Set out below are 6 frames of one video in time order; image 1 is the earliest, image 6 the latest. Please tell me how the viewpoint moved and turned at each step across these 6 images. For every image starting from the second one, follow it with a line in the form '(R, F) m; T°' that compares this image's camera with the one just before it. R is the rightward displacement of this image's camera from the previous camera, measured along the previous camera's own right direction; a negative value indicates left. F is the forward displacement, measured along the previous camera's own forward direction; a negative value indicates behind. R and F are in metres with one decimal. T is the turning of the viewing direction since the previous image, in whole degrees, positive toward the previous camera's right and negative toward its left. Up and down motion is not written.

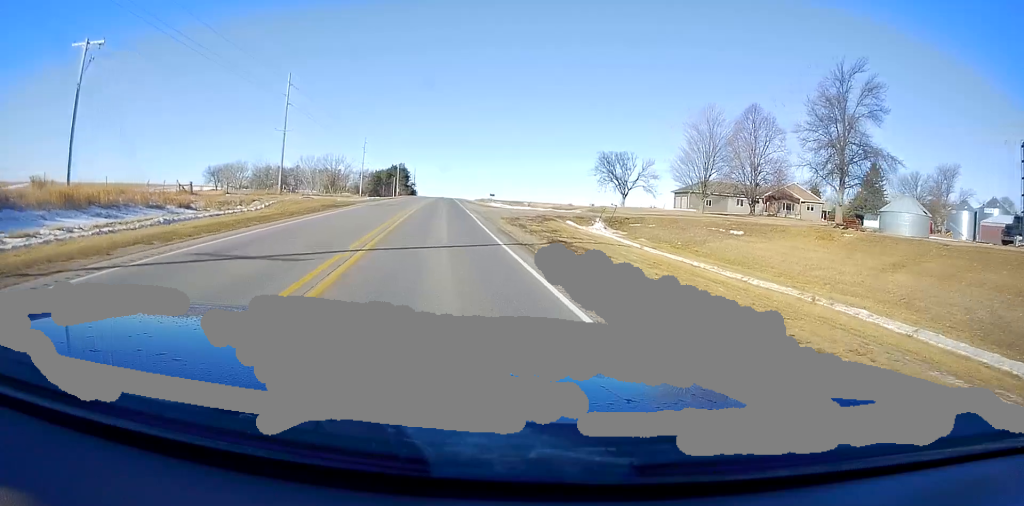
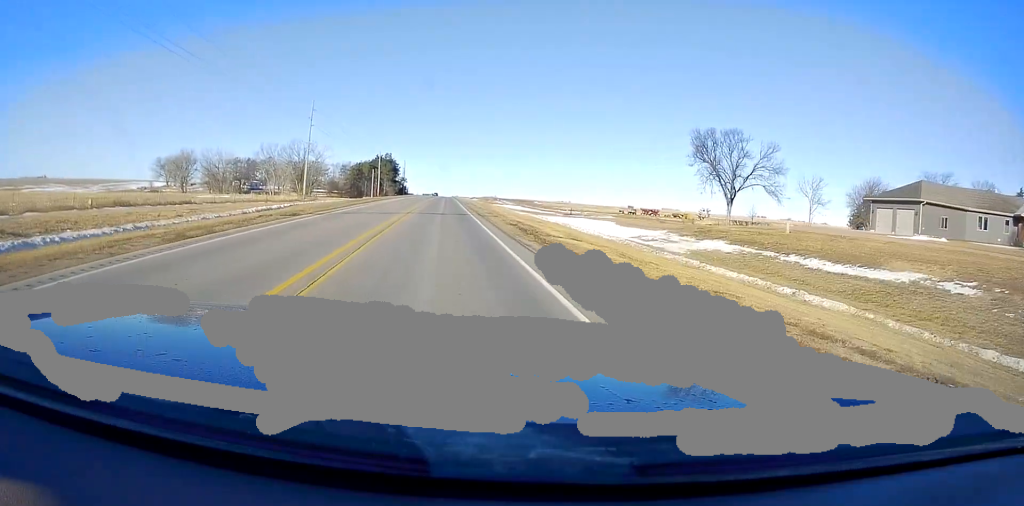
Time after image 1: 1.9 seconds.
(0.0, +59.0) m; 0°
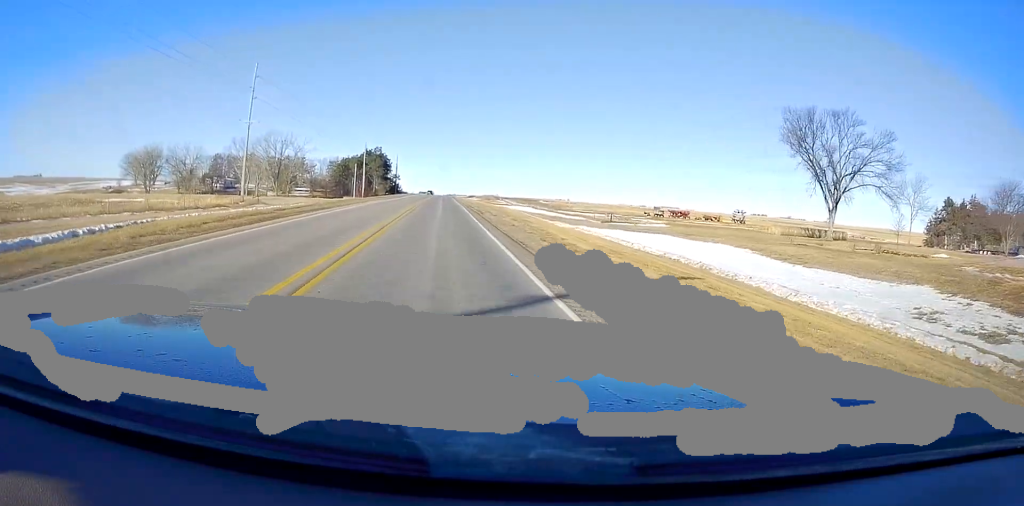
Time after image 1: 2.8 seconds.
(0.0, +28.7) m; +1°
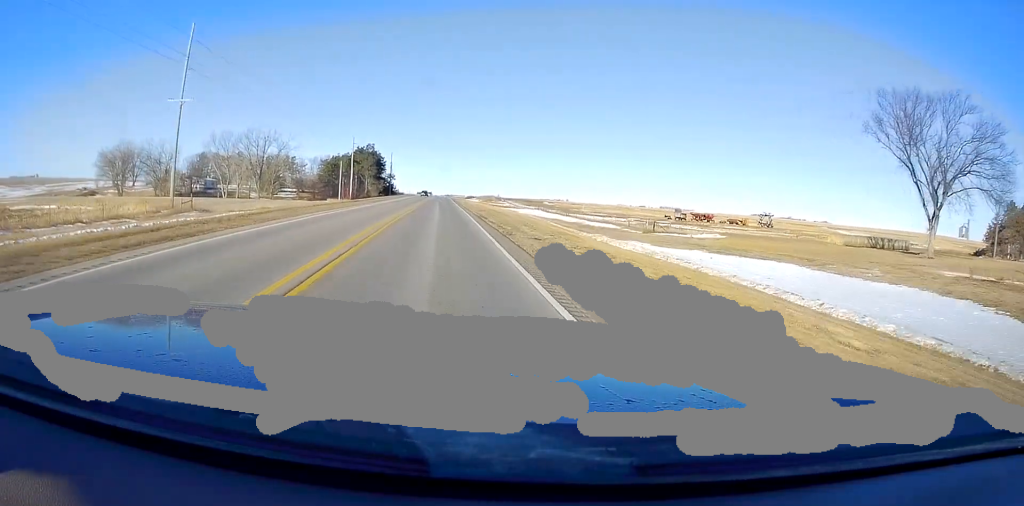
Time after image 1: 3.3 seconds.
(+0.3, +17.9) m; 0°
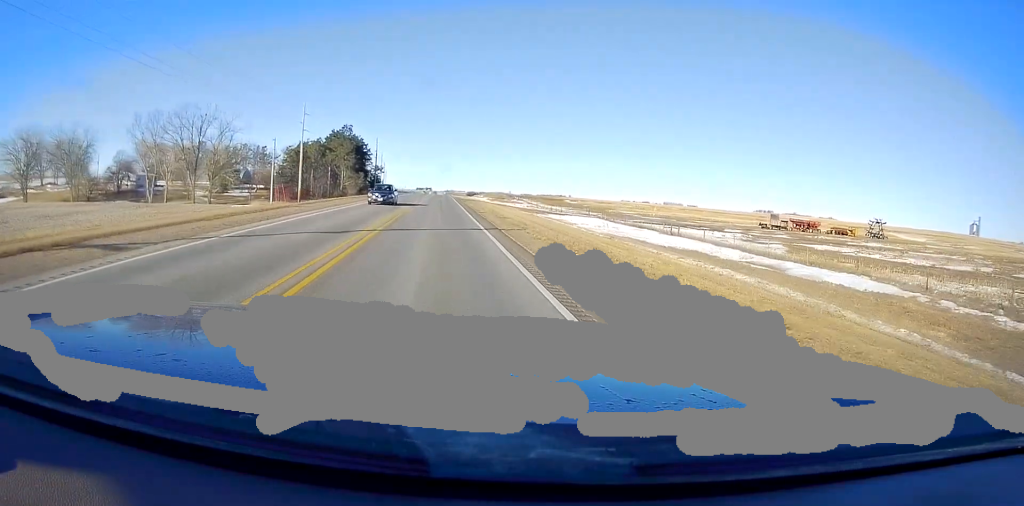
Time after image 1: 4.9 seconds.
(-0.2, +49.7) m; 0°
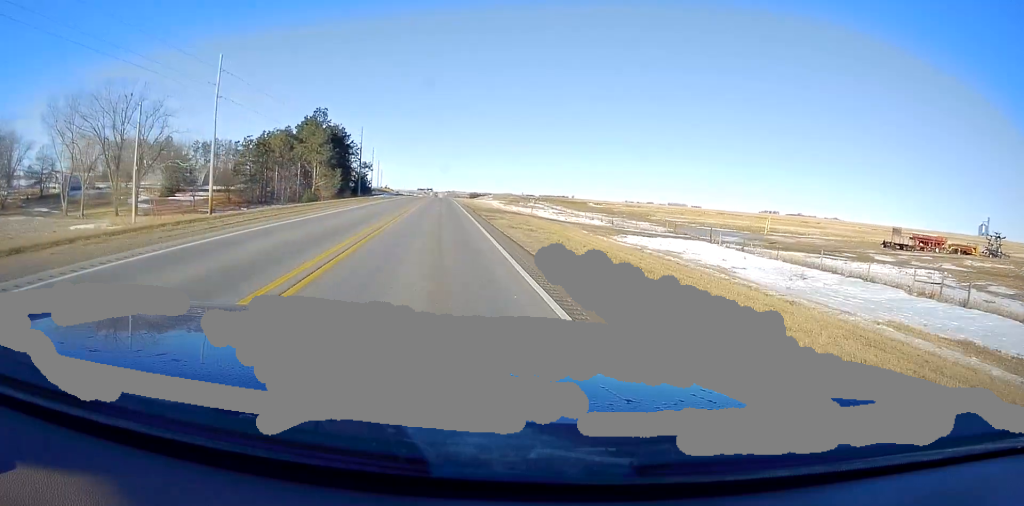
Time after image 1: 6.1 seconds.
(+0.5, +35.5) m; 0°
